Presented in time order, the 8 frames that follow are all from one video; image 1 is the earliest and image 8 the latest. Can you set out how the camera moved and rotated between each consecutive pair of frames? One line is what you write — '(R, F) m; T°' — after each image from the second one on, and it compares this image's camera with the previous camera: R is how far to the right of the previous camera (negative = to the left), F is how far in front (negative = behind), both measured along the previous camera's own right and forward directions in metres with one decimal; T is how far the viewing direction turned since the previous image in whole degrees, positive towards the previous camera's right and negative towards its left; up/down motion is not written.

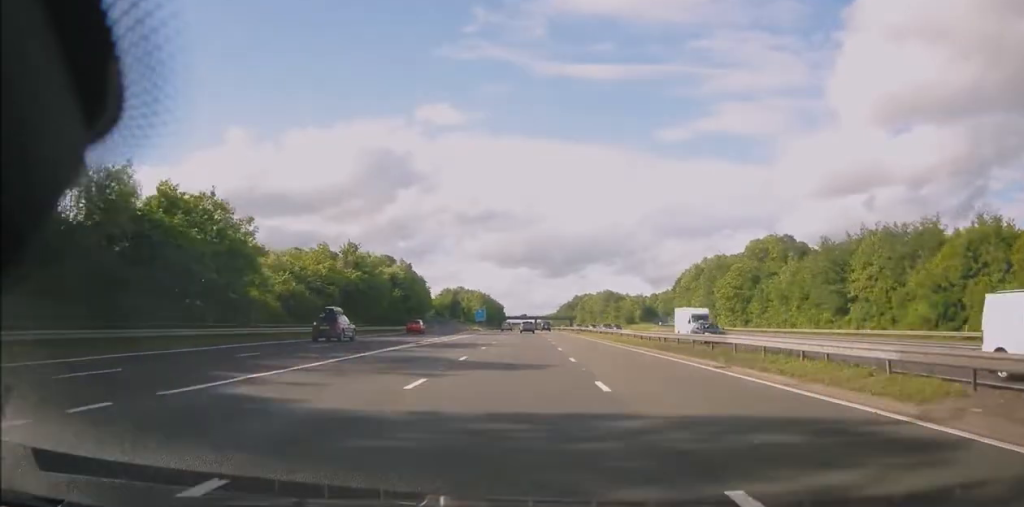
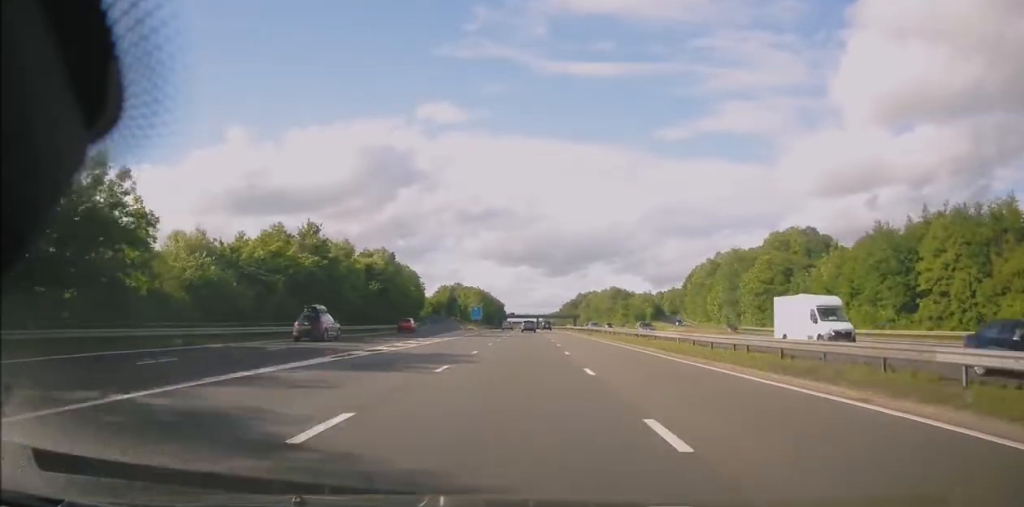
(-0.1, +14.2) m; -1°
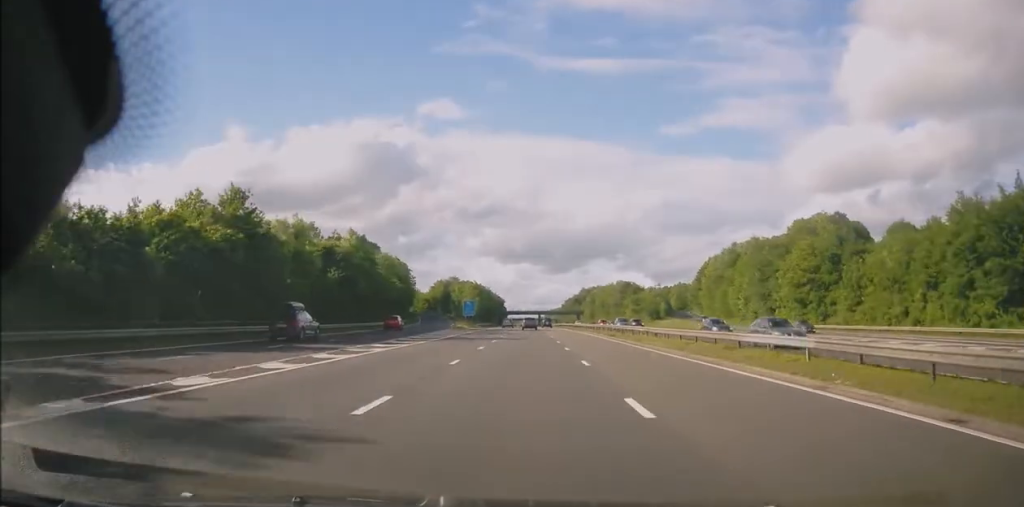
(-0.1, +16.3) m; 0°
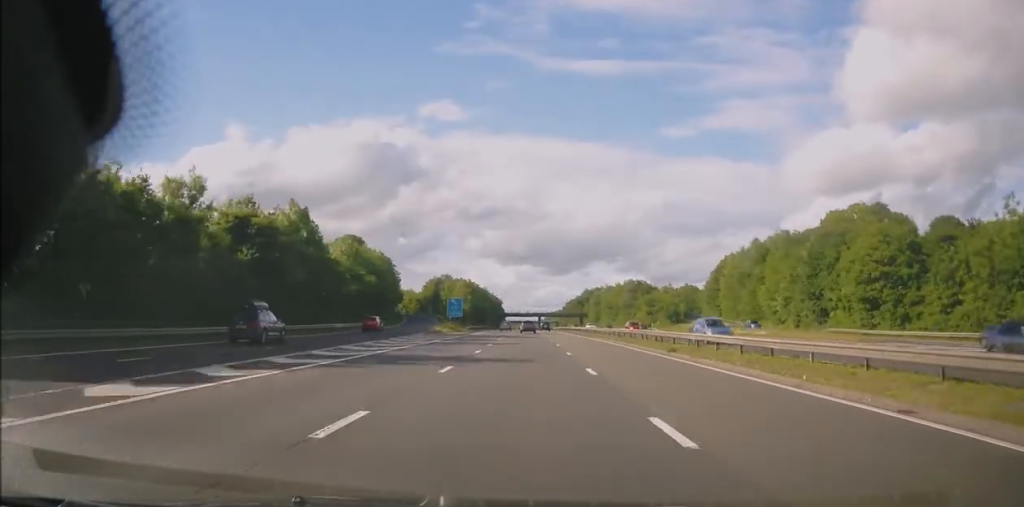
(-0.2, +19.5) m; 0°
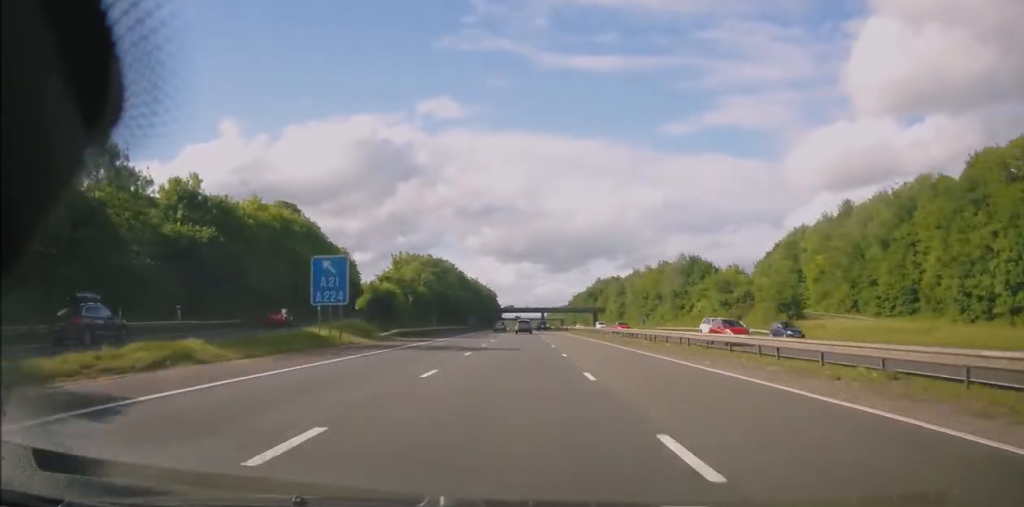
(+0.5, +55.2) m; 0°
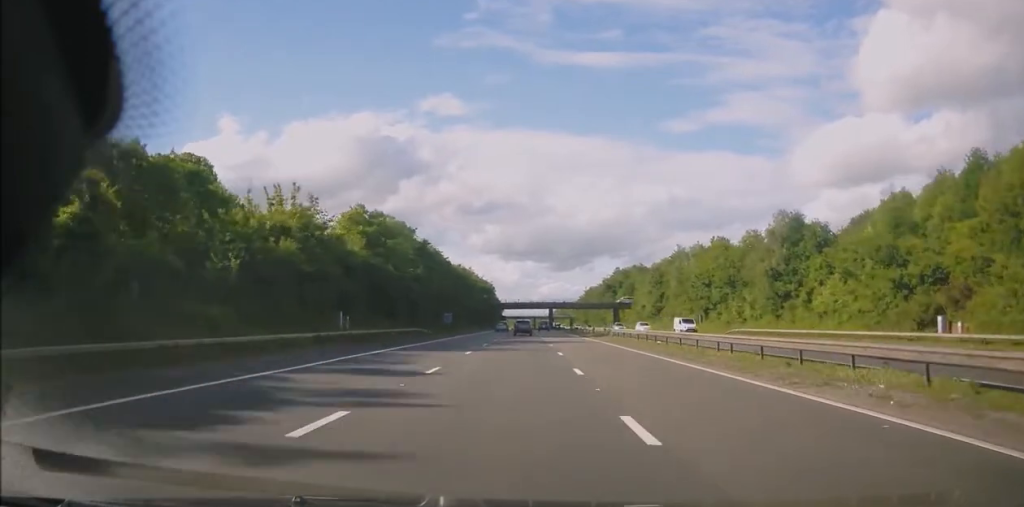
(-0.4, +43.2) m; 0°
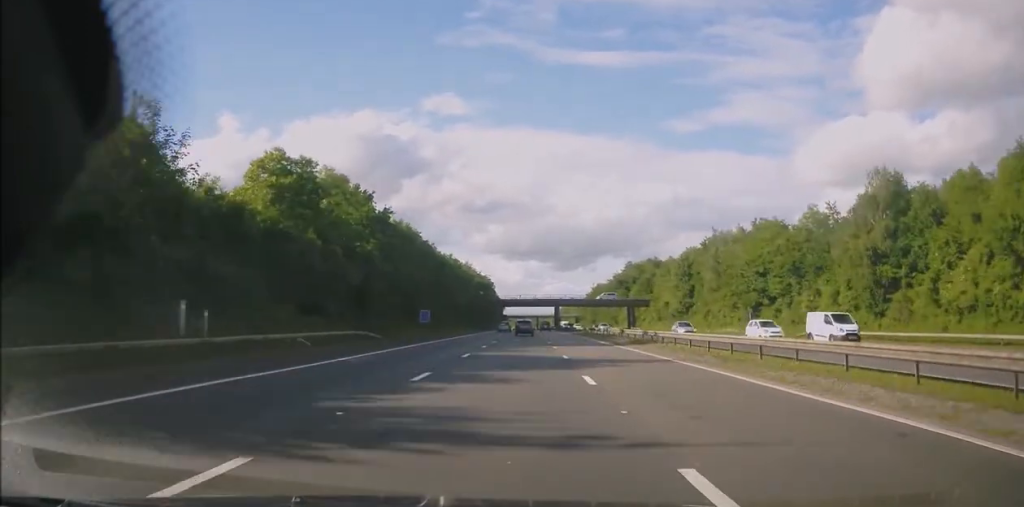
(+0.2, +20.5) m; 0°
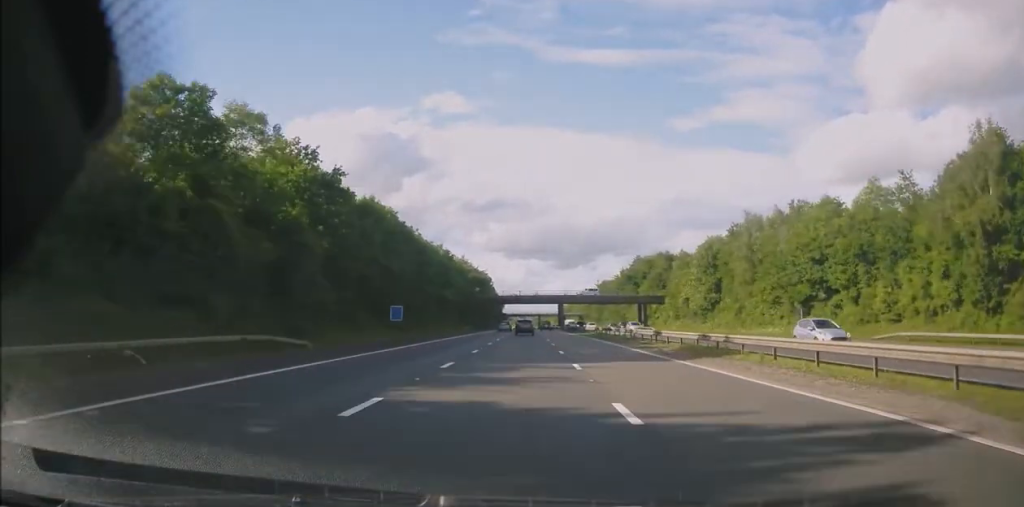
(+0.2, +14.0) m; 0°
